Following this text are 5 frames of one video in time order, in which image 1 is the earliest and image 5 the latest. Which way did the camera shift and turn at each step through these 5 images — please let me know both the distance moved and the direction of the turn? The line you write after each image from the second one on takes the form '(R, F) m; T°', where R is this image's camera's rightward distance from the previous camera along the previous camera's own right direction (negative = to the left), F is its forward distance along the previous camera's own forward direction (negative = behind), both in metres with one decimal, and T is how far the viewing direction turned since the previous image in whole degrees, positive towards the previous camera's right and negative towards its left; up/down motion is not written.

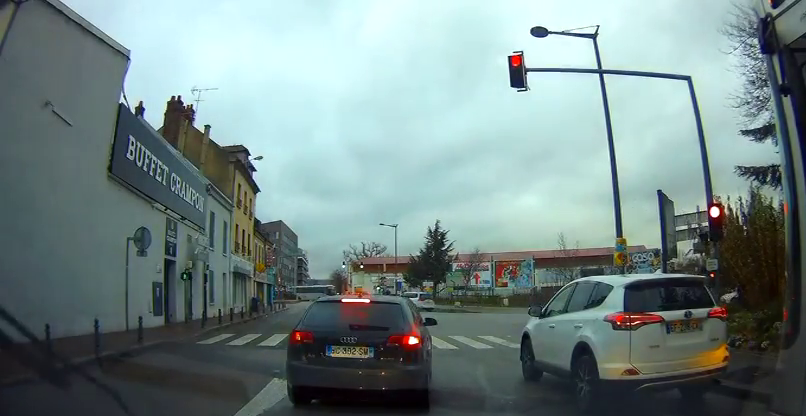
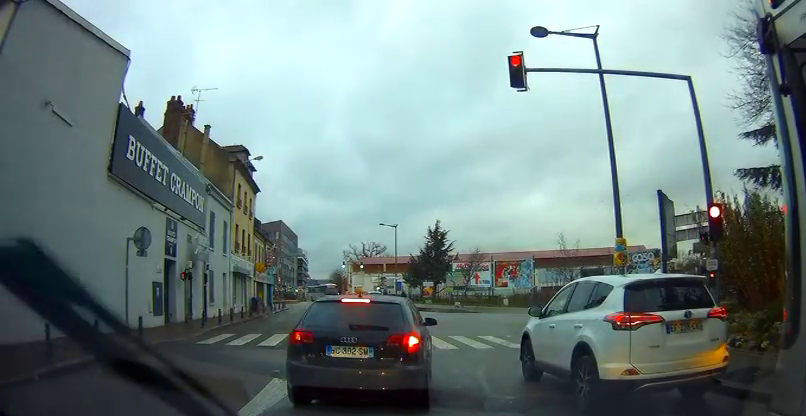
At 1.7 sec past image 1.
(0.0, 0.0) m; 0°
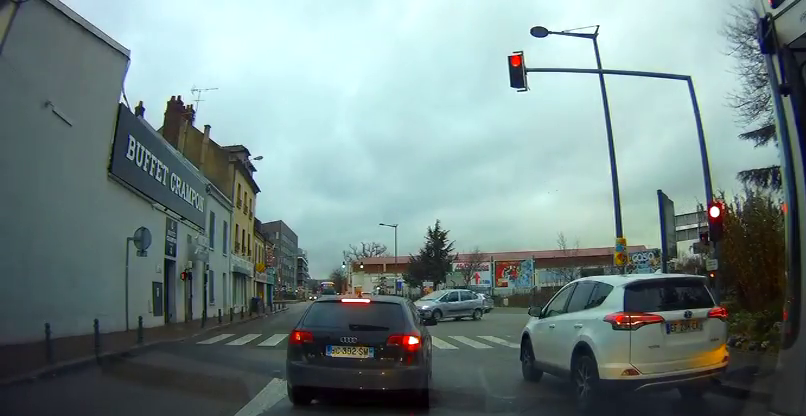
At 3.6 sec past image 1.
(-0.1, 0.0) m; 0°
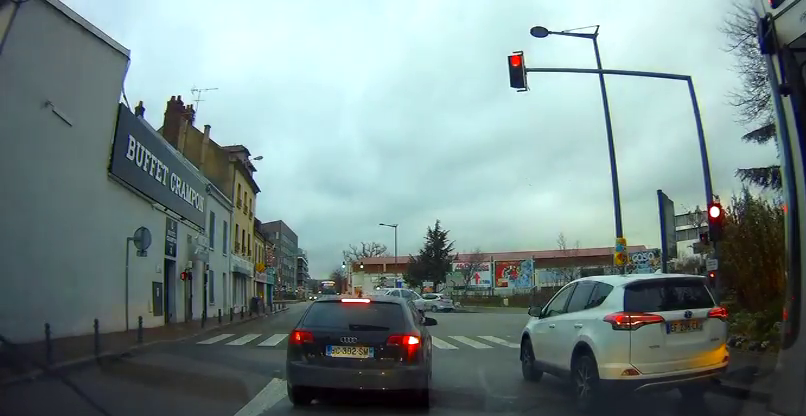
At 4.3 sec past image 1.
(0.0, 0.0) m; 0°
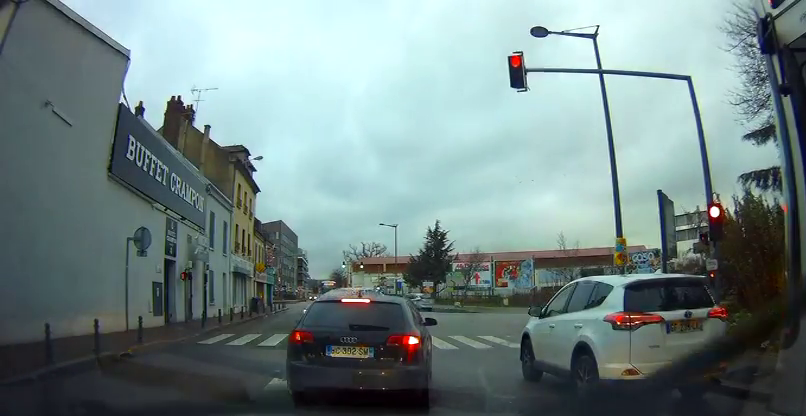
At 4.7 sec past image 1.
(0.0, 0.0) m; 0°
